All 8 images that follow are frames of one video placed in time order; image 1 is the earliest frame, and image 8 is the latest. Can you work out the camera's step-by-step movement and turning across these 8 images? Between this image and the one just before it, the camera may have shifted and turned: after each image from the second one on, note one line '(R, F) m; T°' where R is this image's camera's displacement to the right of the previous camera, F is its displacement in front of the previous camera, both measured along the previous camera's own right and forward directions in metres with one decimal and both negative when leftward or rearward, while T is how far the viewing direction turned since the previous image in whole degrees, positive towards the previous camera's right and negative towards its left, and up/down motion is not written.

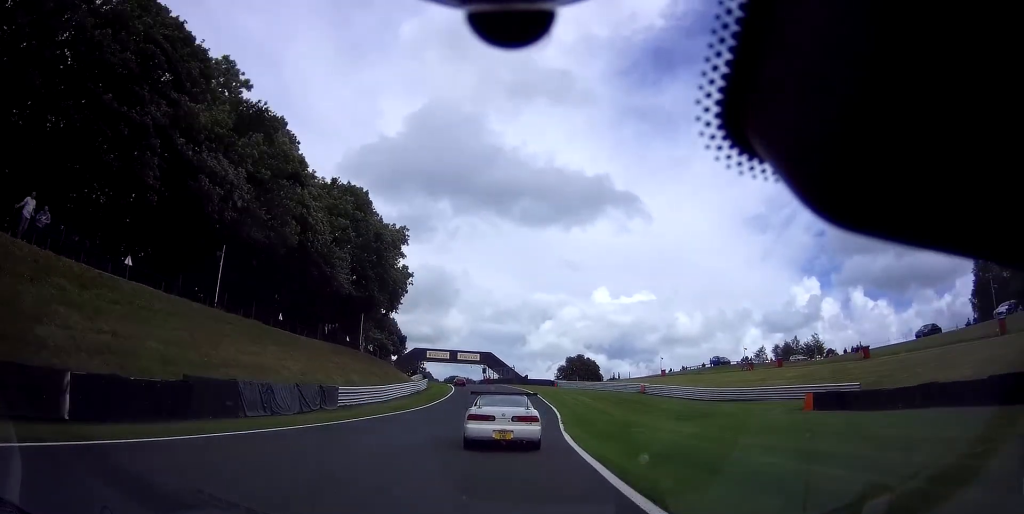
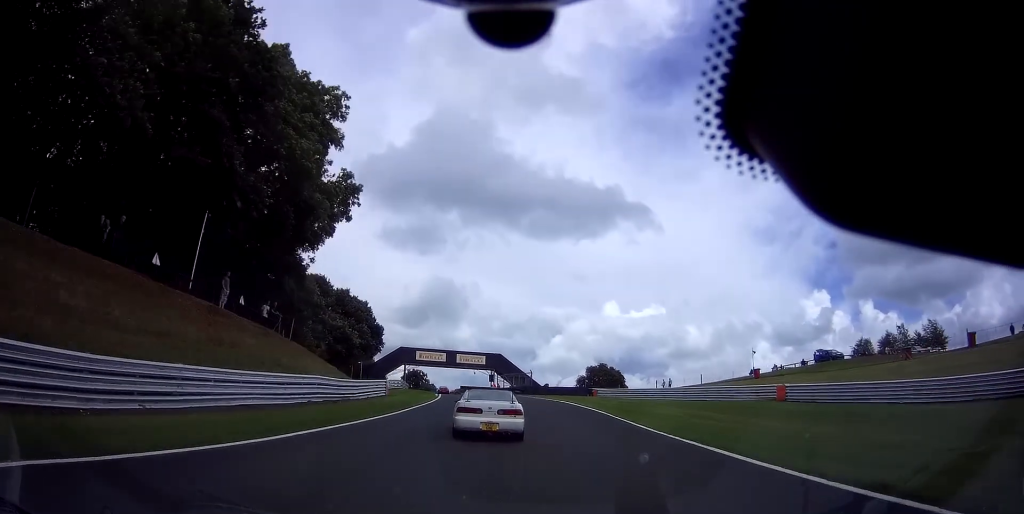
(-0.1, +28.3) m; -1°
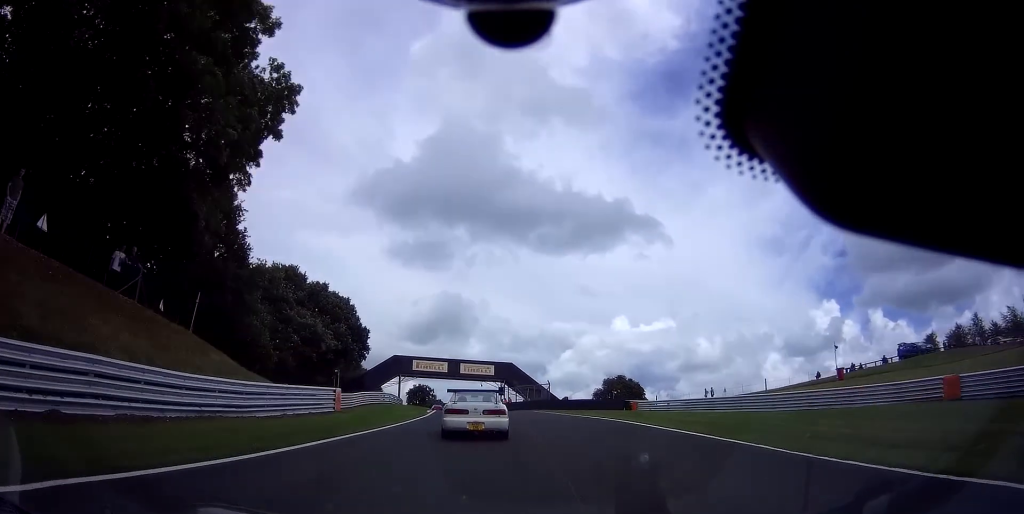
(-0.1, +13.4) m; -1°
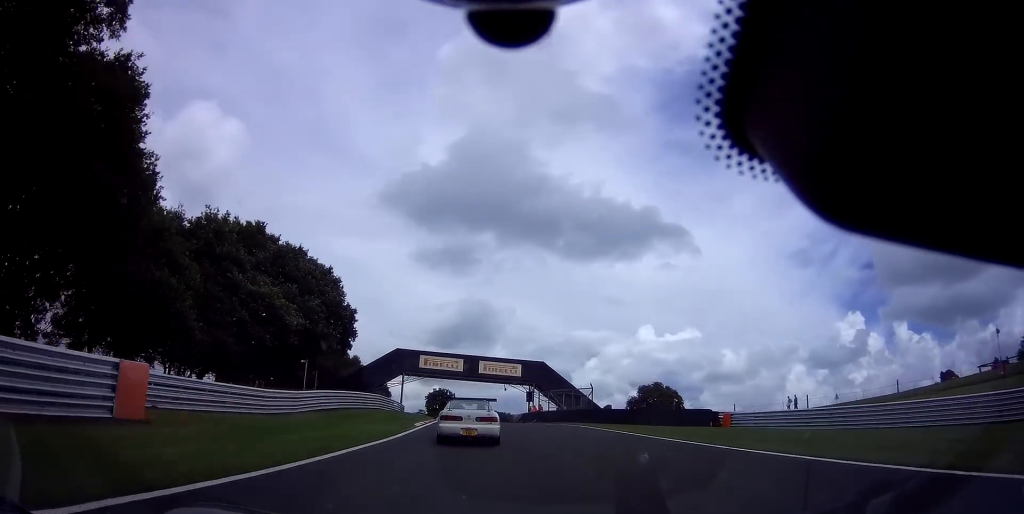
(-0.2, +15.4) m; -2°
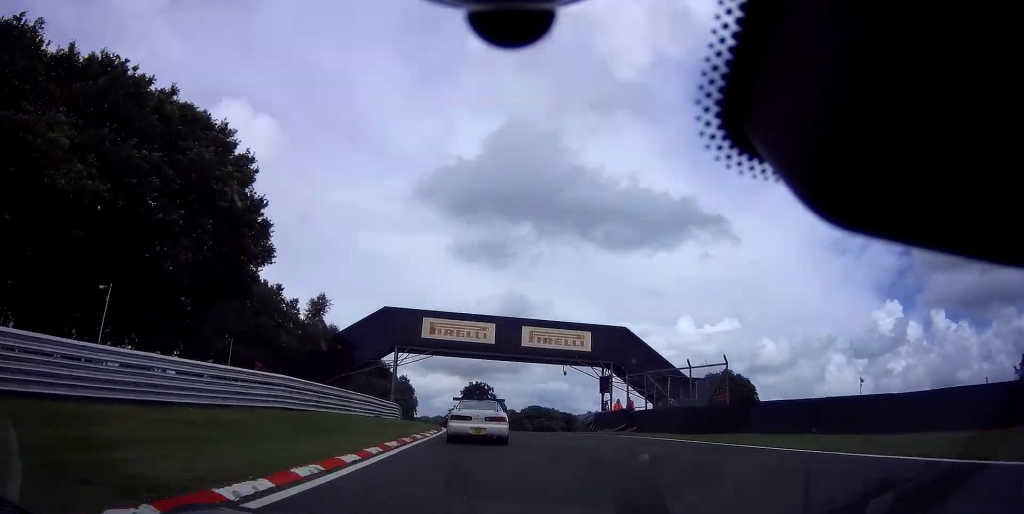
(-0.9, +24.5) m; -4°
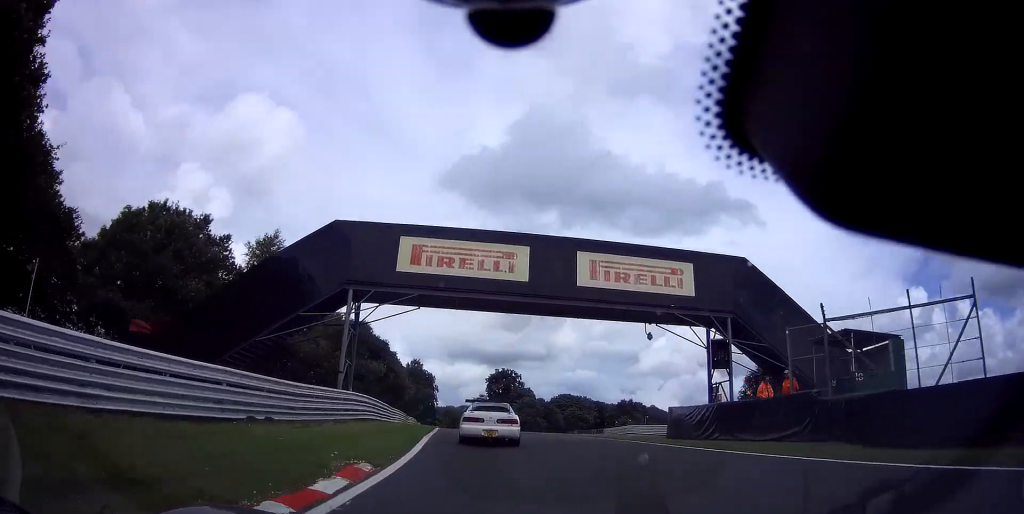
(-0.3, +16.8) m; -2°
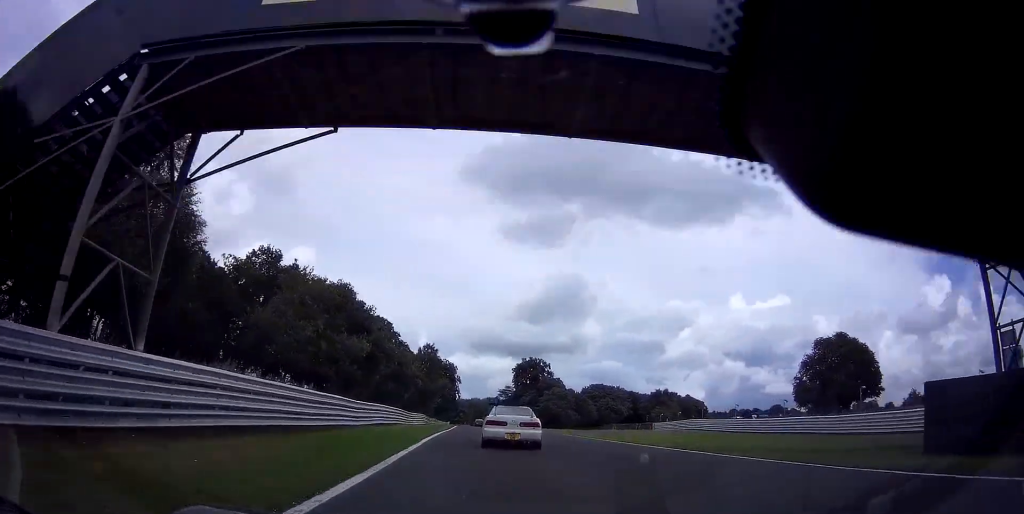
(-0.4, +14.7) m; -2°
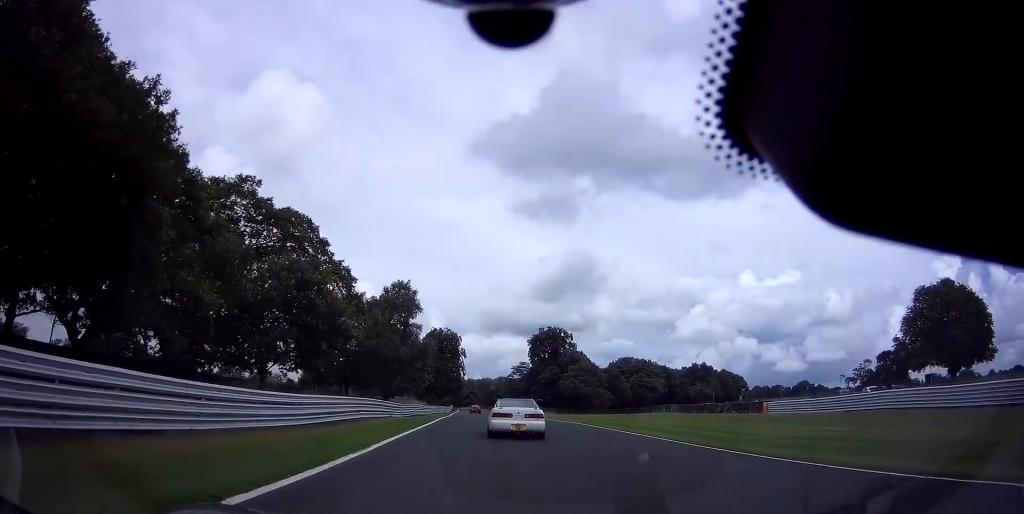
(-0.8, +30.1) m; -3°
